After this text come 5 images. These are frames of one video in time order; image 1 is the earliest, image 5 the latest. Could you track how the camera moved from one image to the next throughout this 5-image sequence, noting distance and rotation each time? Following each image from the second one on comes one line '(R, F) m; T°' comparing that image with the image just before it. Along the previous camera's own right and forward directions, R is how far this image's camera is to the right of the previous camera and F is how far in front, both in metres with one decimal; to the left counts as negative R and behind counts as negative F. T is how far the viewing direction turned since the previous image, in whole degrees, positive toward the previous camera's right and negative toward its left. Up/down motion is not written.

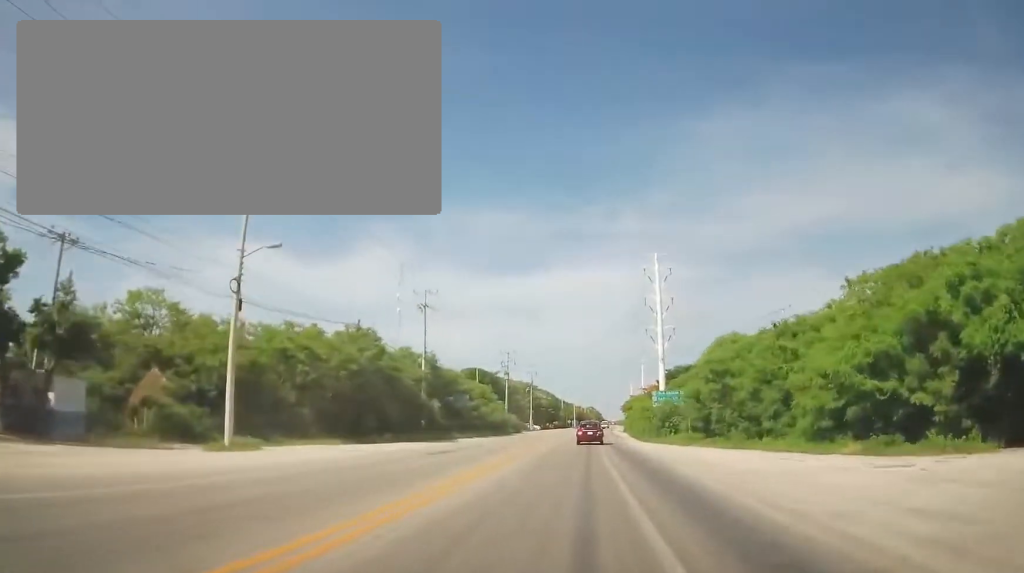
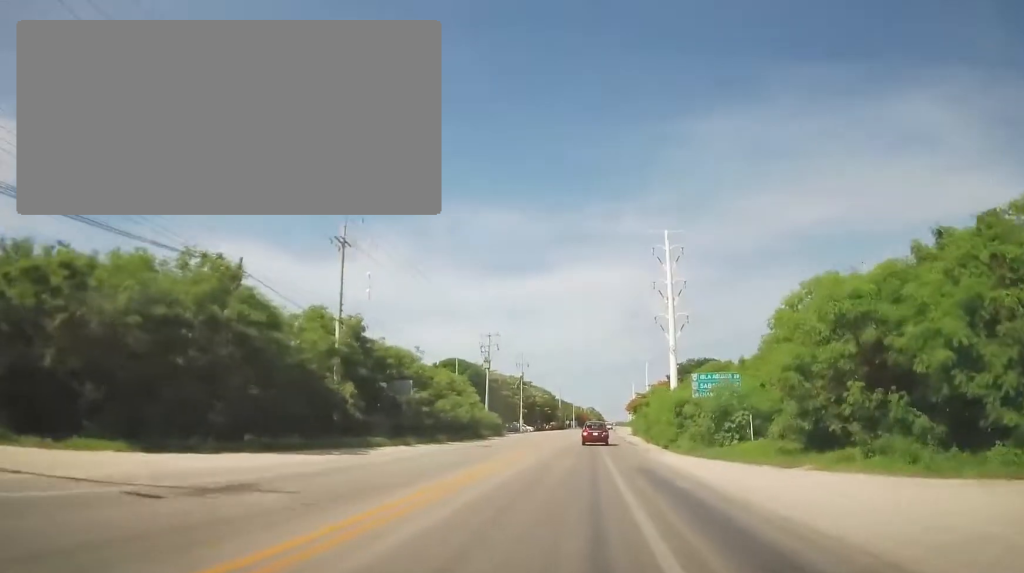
(0.0, +16.8) m; 0°
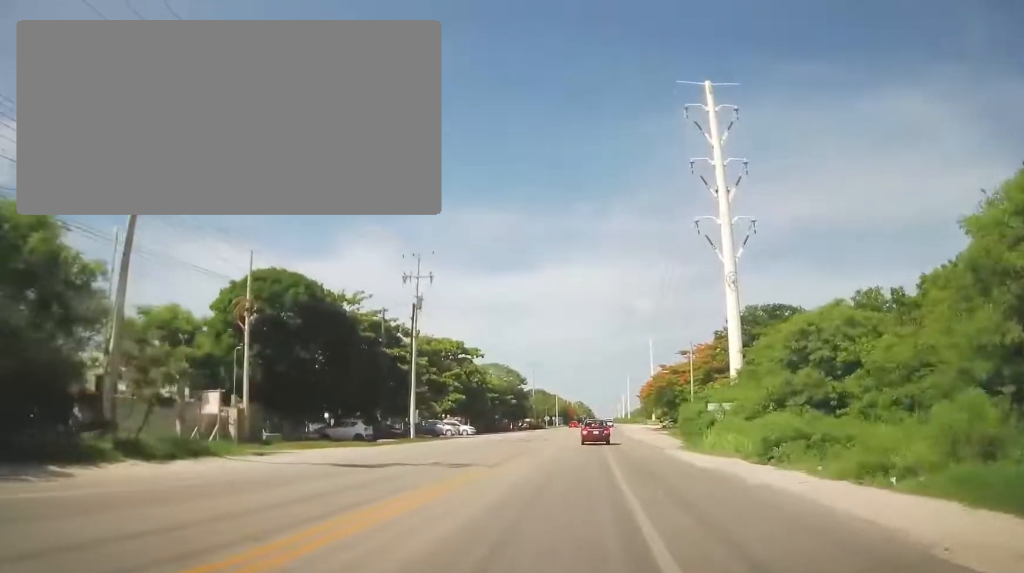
(-0.1, +53.4) m; +1°
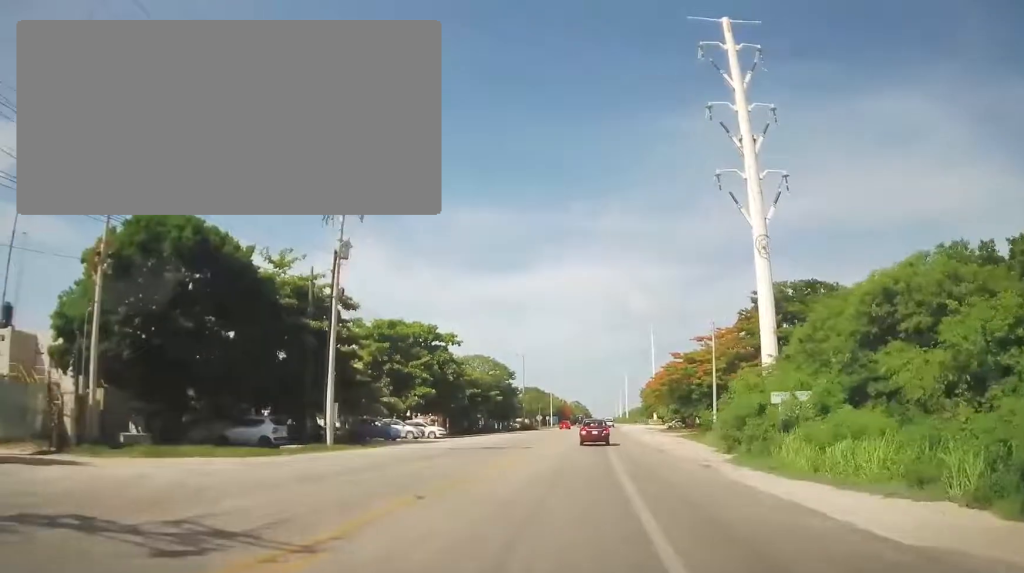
(+0.3, +12.3) m; +1°
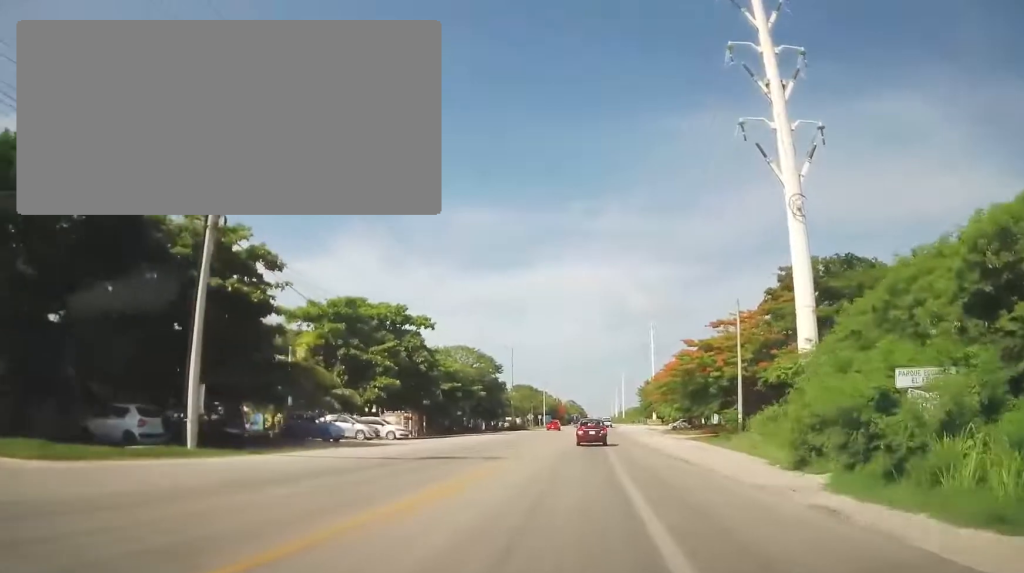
(+0.2, +9.7) m; +1°
